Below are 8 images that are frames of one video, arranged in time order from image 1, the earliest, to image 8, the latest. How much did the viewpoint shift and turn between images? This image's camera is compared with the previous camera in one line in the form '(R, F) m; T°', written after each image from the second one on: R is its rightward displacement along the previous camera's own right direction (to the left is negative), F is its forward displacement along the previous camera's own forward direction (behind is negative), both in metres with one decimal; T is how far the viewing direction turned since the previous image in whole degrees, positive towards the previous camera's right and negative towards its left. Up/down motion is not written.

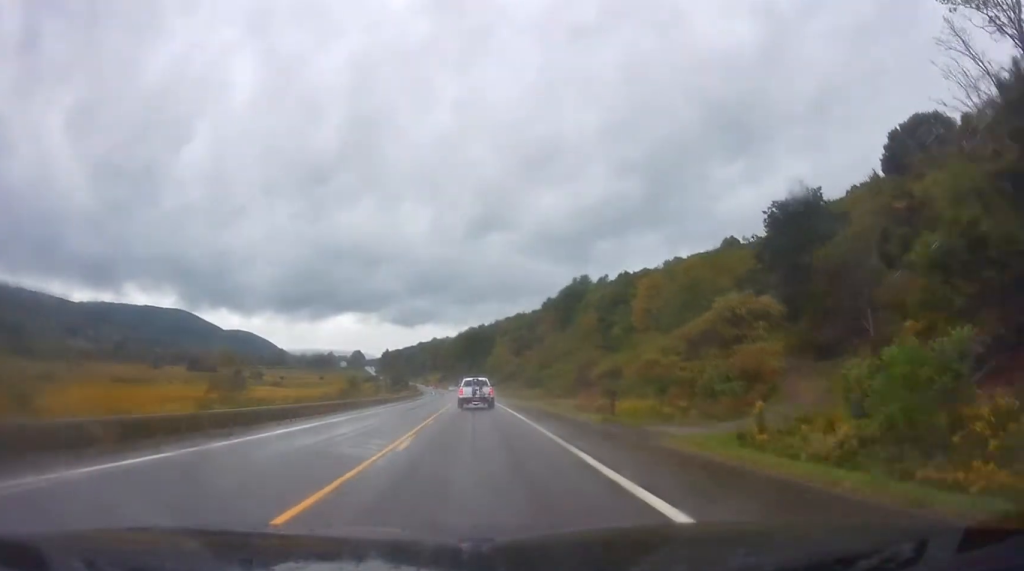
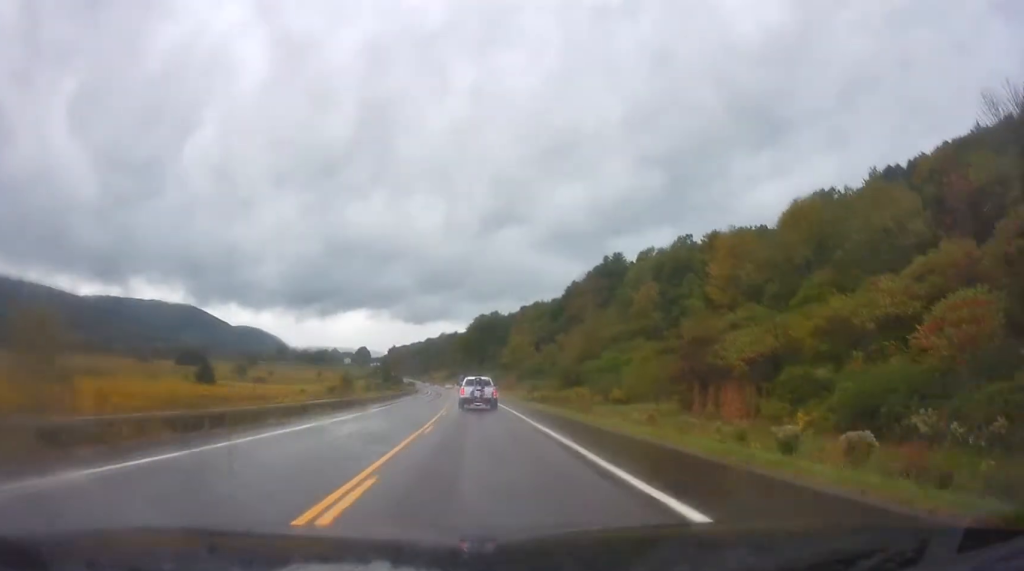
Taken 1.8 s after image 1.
(0.0, +42.1) m; -1°
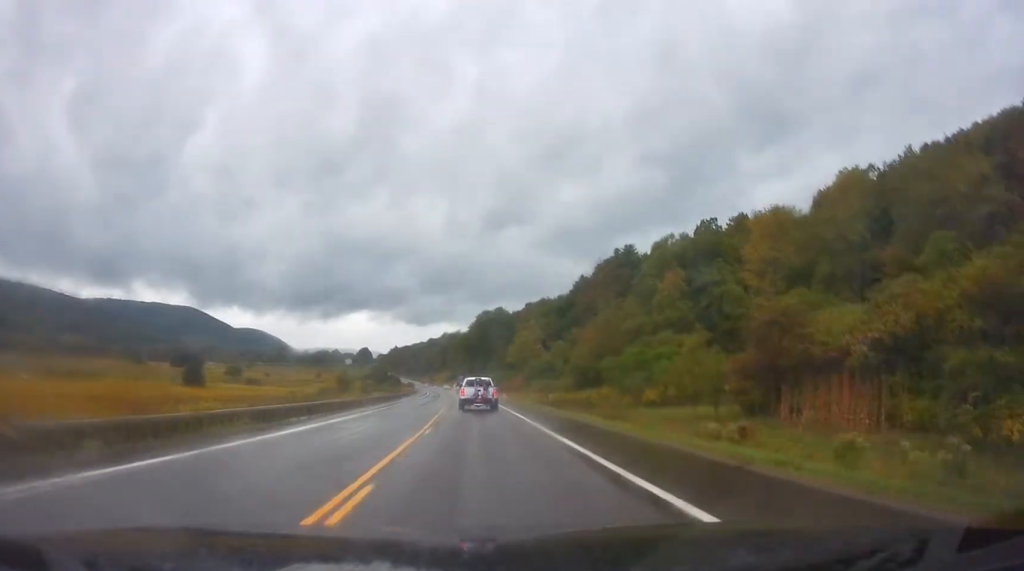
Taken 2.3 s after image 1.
(-0.1, +12.5) m; -1°
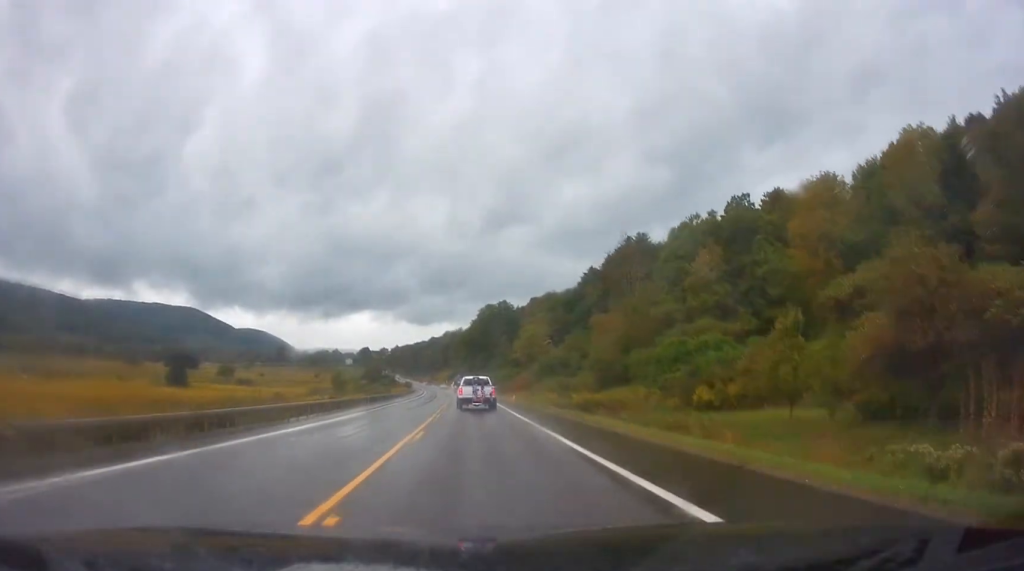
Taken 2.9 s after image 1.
(0.0, +14.1) m; -1°
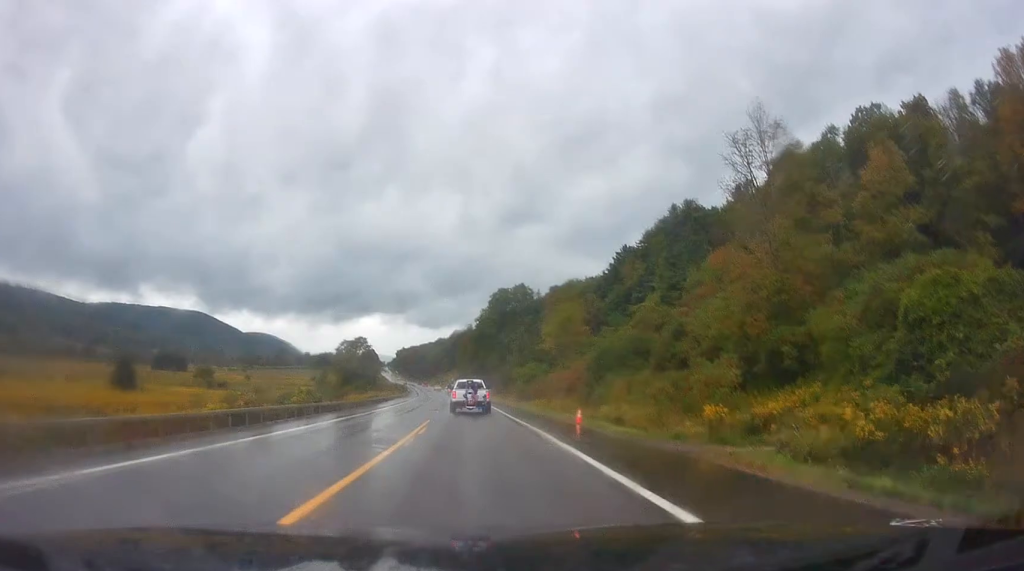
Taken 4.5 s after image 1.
(-0.3, +36.7) m; 0°
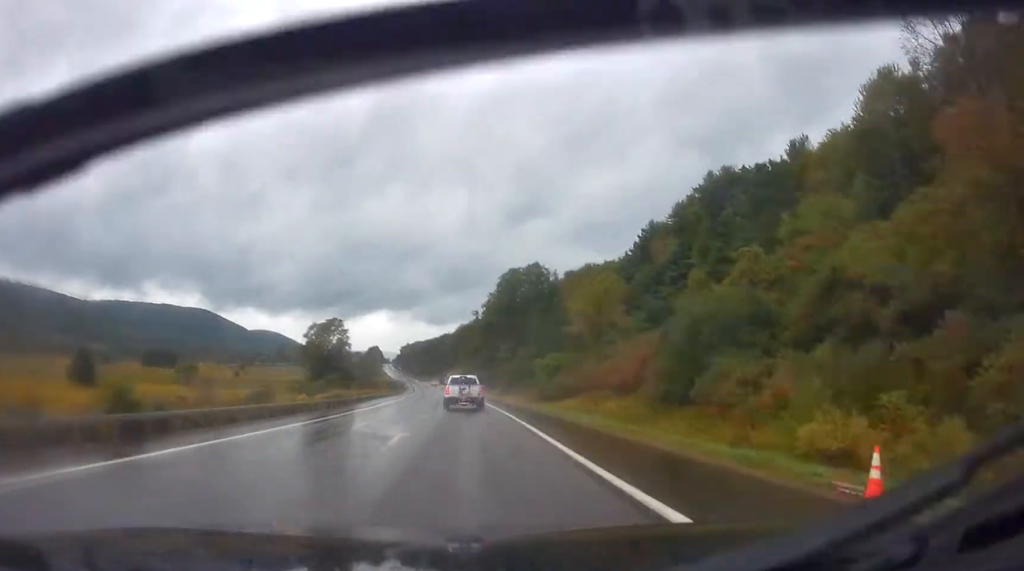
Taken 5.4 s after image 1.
(-0.1, +22.1) m; -2°
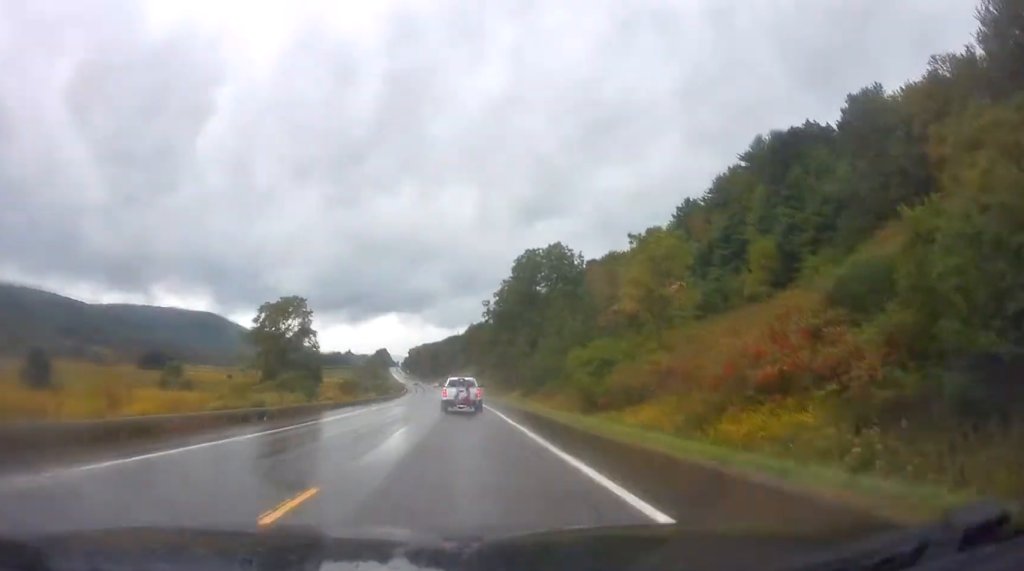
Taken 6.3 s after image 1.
(-0.5, +21.5) m; -2°
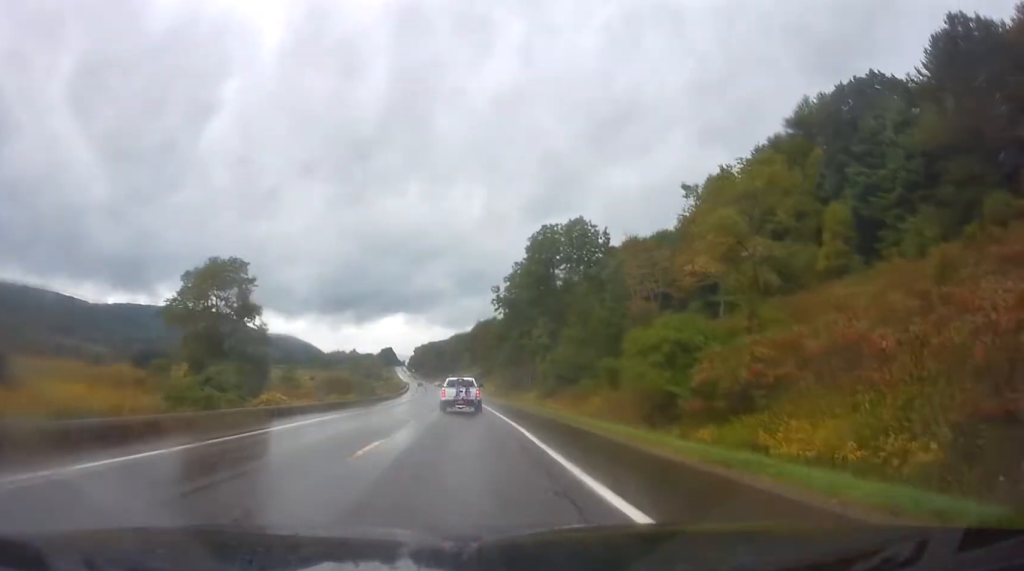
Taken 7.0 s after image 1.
(-0.2, +16.9) m; -1°
